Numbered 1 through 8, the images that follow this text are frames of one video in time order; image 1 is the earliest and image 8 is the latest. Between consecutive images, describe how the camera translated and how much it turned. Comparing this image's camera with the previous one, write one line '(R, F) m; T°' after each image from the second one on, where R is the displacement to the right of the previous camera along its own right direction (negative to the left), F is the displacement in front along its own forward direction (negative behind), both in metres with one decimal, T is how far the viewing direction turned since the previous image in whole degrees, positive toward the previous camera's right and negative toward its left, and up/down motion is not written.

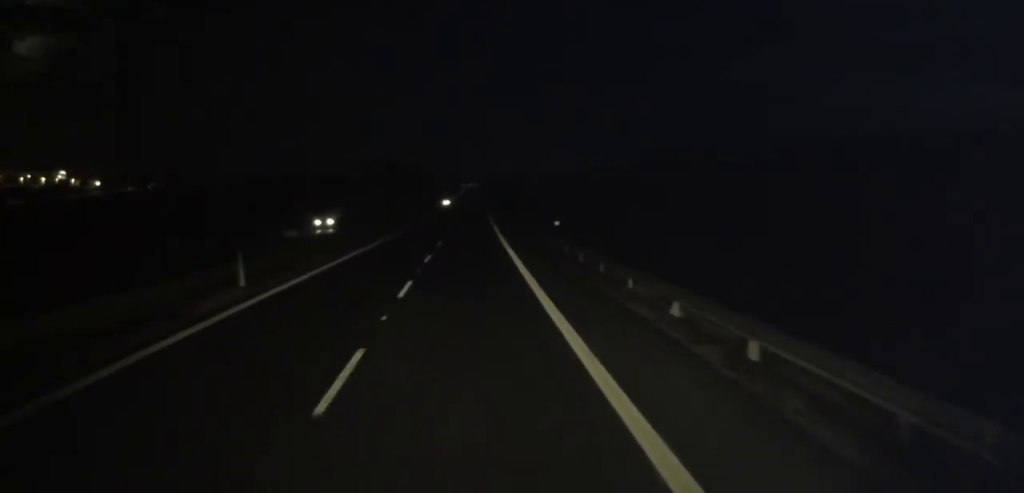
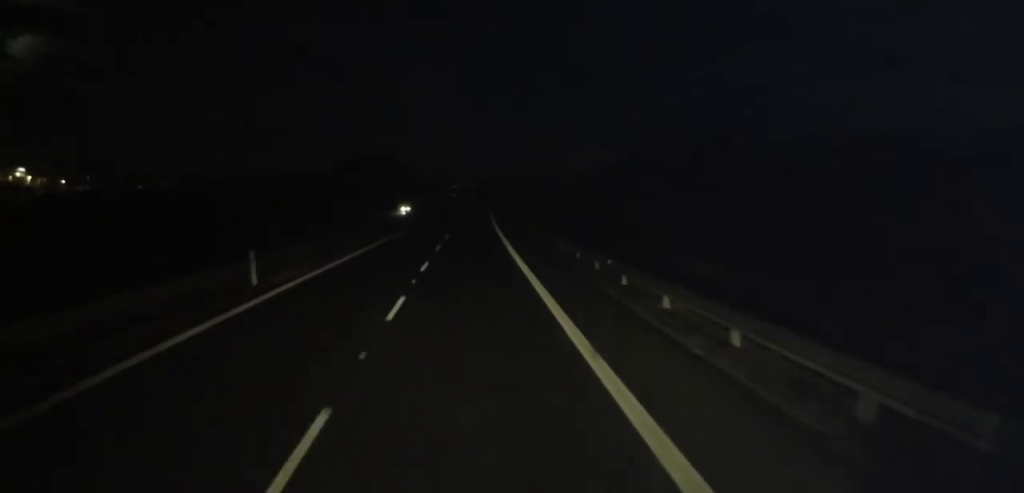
(+0.8, +38.8) m; +2°
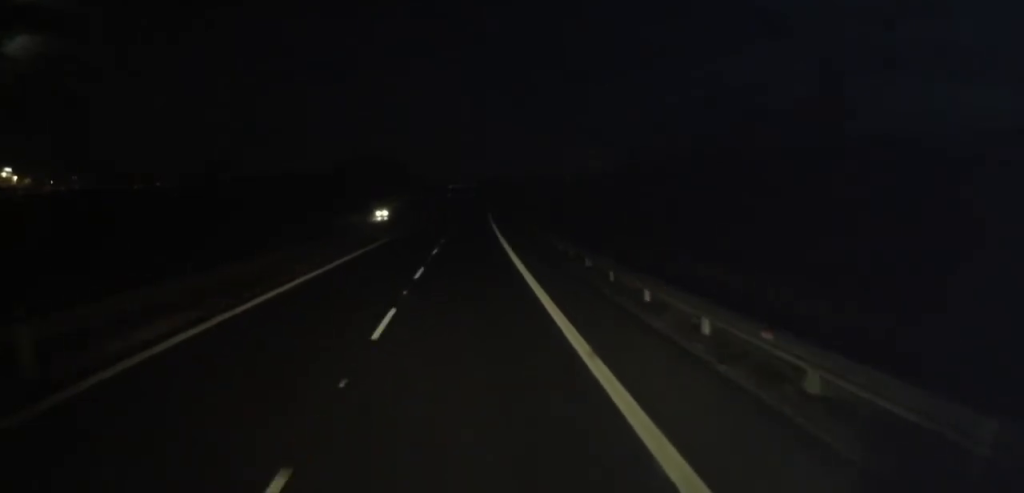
(0.0, +10.6) m; 0°
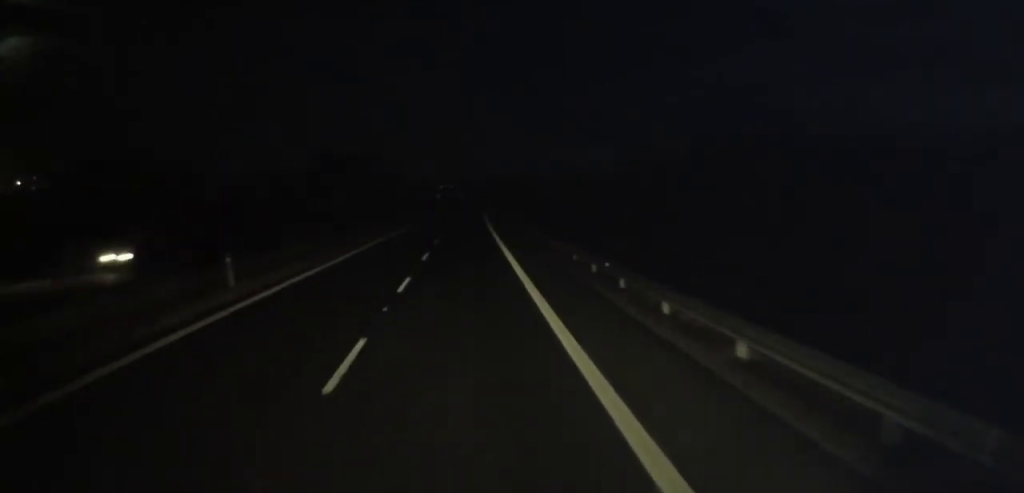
(-0.3, +30.0) m; 0°
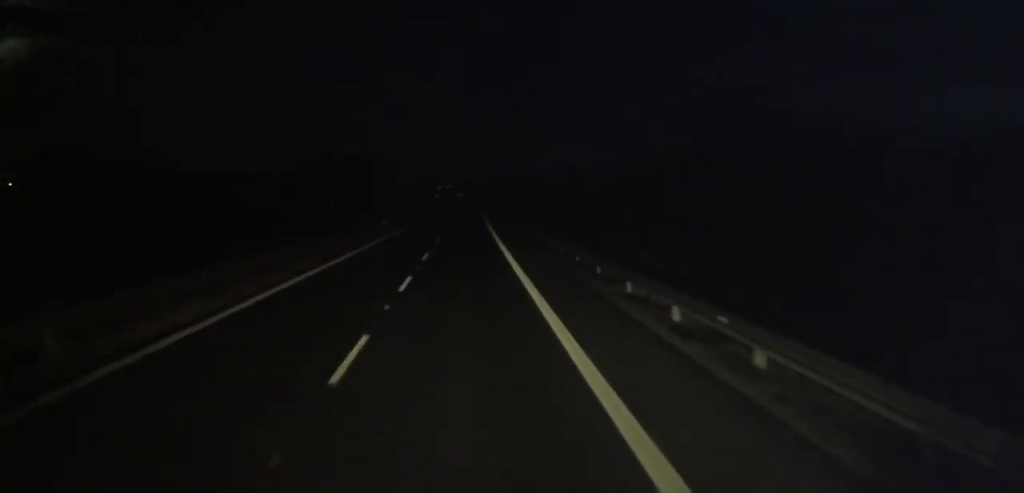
(+0.1, +8.6) m; +1°
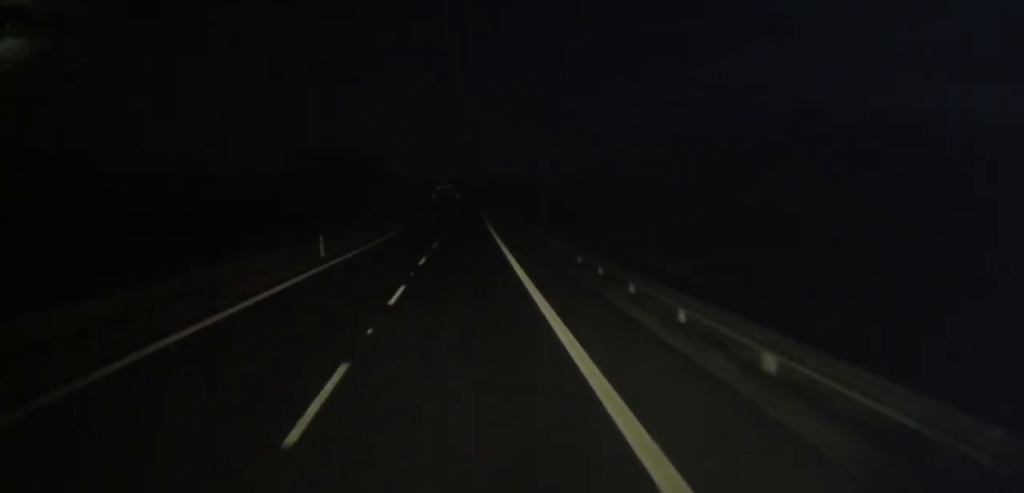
(+0.2, +20.2) m; +1°
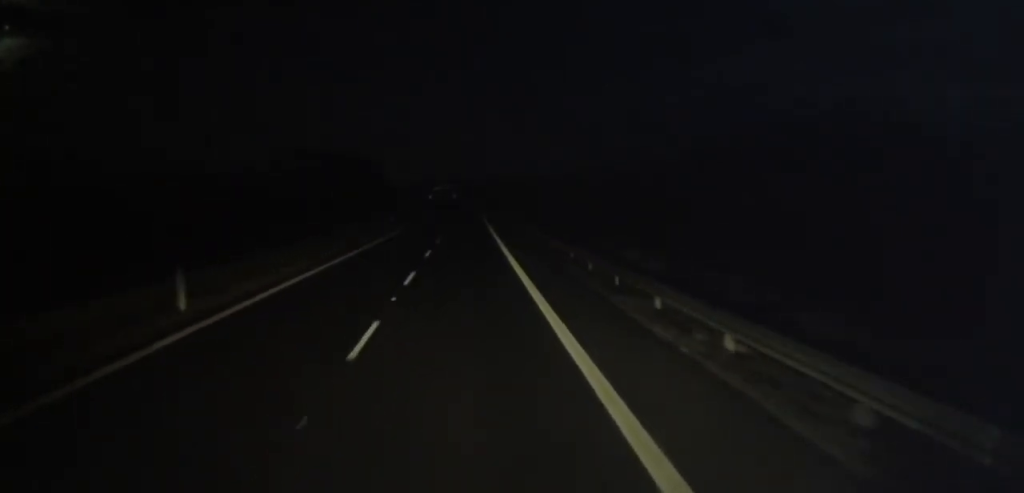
(+0.2, +14.5) m; 0°
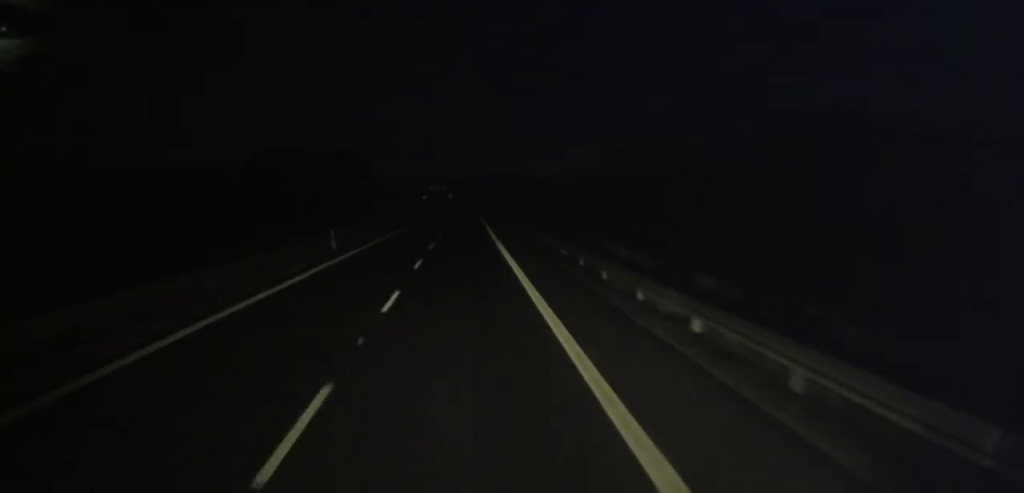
(-0.4, +22.4) m; 0°
